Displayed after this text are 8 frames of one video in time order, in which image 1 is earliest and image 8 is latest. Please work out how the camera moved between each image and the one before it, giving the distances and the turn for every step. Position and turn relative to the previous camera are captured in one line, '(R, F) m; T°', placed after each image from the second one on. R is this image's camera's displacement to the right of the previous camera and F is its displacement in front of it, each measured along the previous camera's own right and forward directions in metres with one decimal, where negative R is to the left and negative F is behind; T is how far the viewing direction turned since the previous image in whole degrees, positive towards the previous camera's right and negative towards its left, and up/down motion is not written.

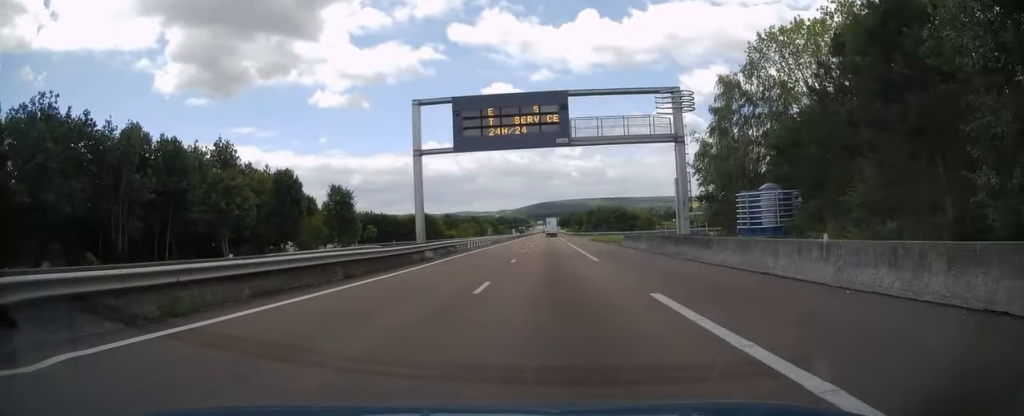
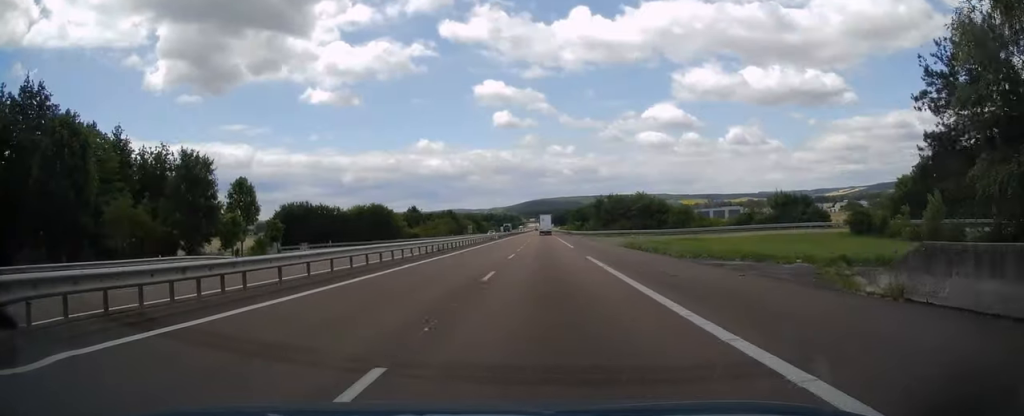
(+0.5, +37.1) m; +1°
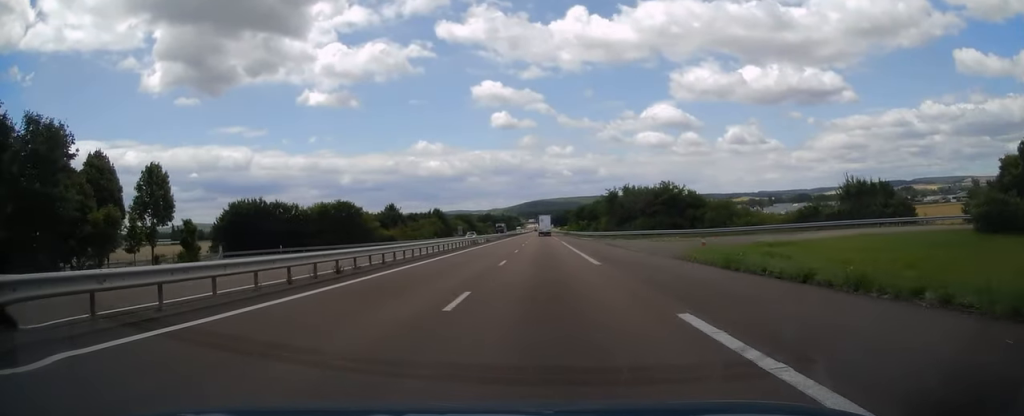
(+0.1, +19.3) m; 0°
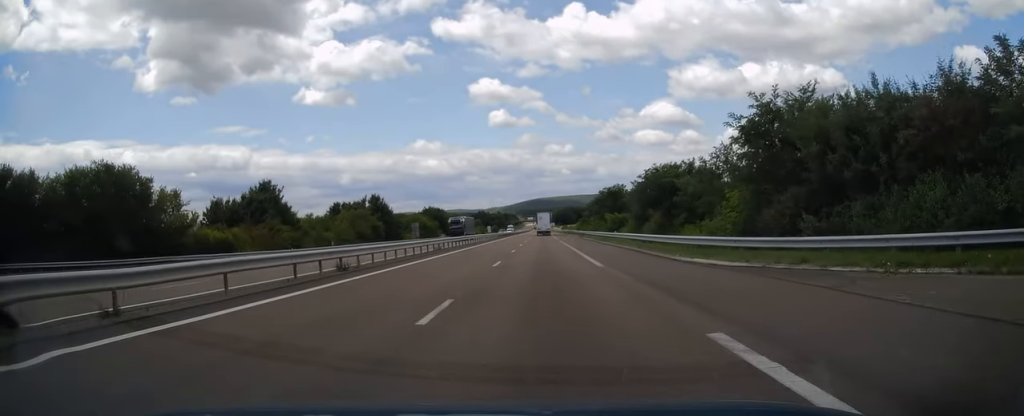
(+0.1, +55.3) m; +1°
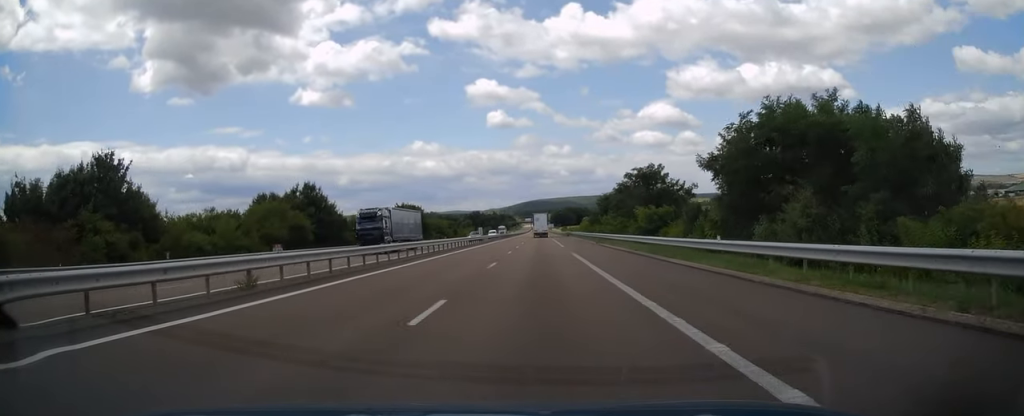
(+0.3, +26.4) m; 0°
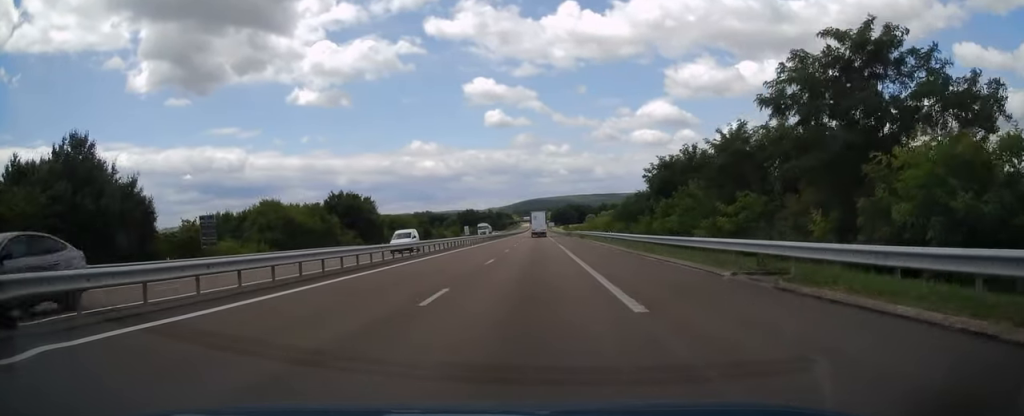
(-0.3, +37.9) m; -1°
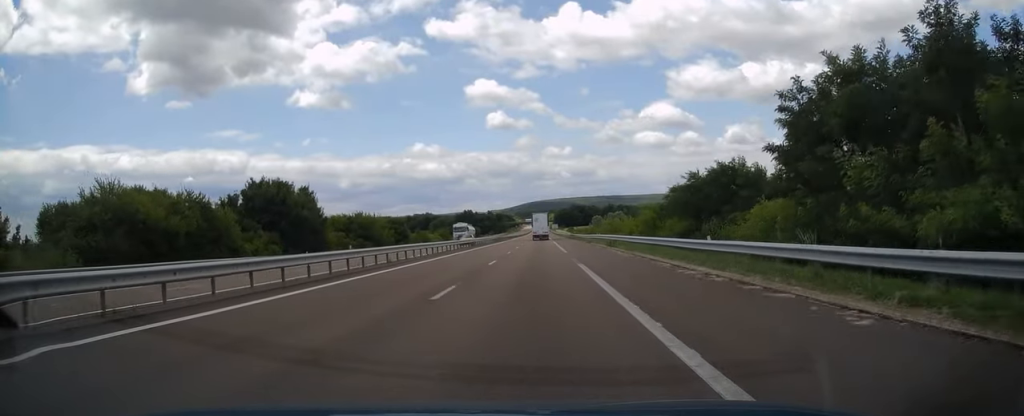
(+0.1, +25.2) m; 0°
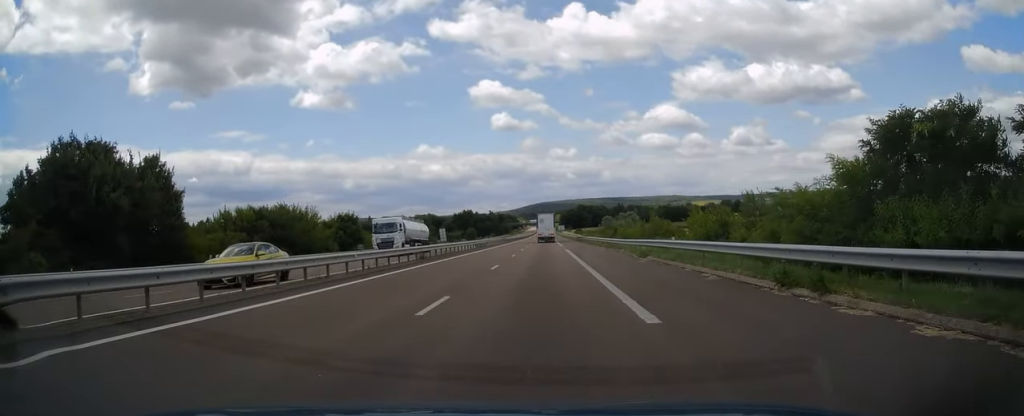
(0.0, +28.2) m; 0°
